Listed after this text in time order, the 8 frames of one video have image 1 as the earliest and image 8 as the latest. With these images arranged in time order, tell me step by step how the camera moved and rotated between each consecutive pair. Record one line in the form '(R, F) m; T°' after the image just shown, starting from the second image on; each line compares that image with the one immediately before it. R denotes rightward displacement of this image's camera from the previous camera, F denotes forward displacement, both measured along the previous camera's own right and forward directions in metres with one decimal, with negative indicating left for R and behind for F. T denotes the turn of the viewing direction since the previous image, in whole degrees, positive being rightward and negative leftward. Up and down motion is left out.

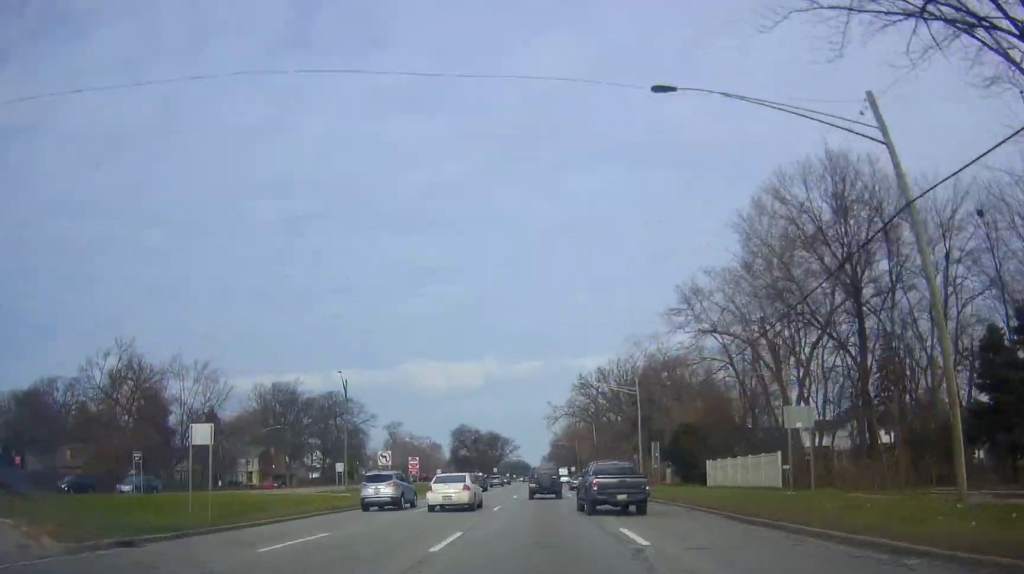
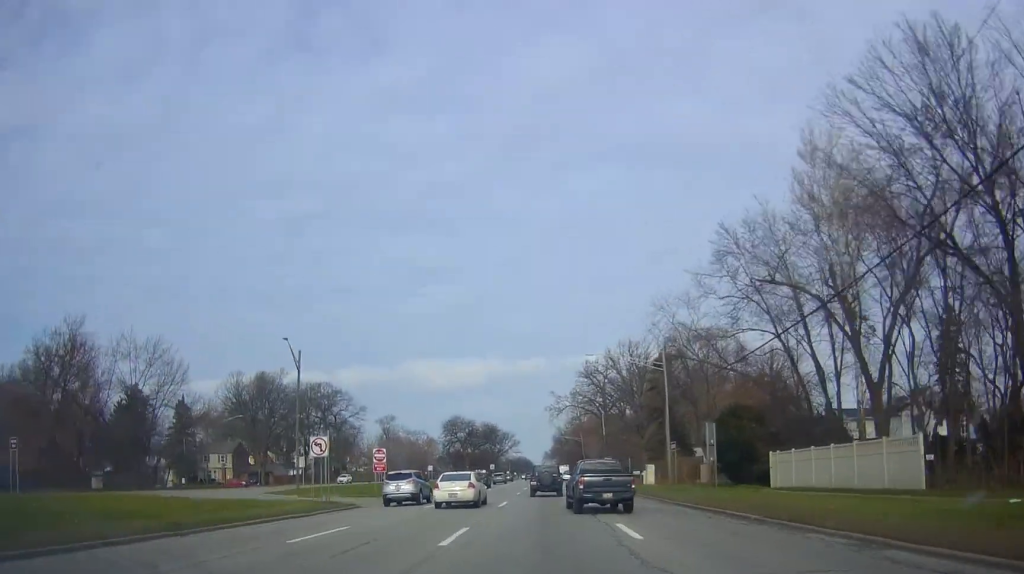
(-0.1, +13.6) m; -1°
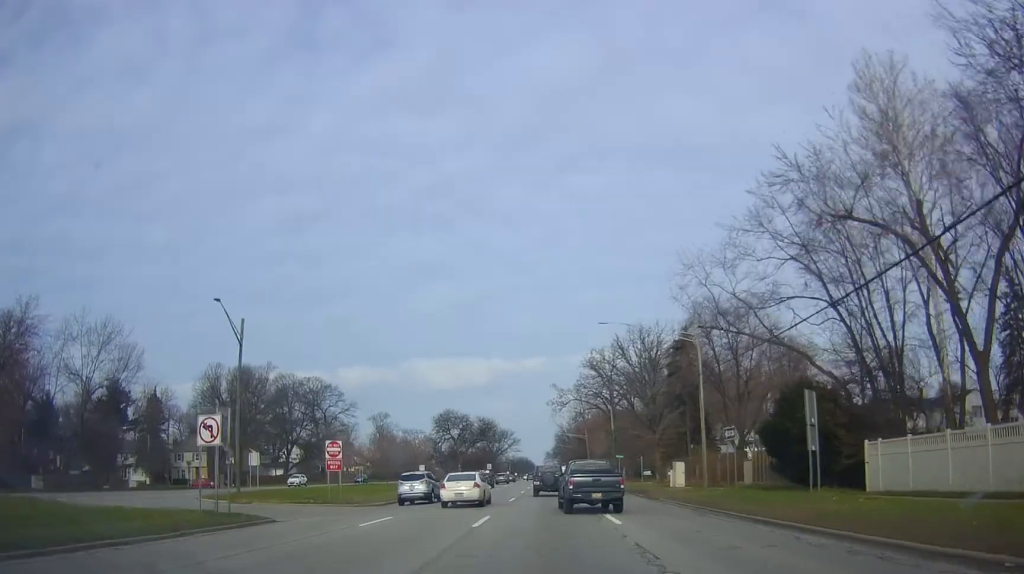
(-0.5, +10.9) m; 0°
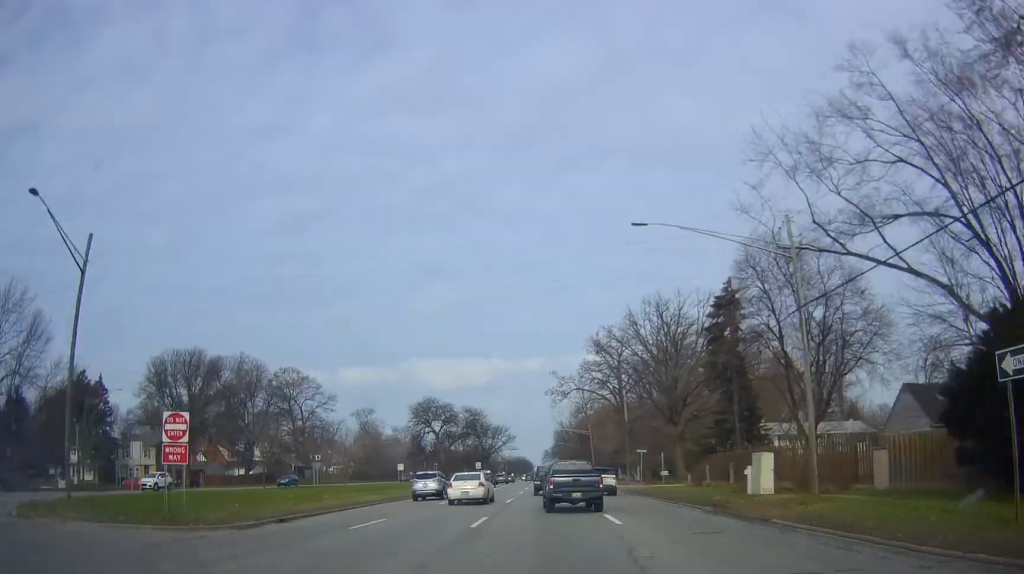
(+0.5, +16.9) m; 0°
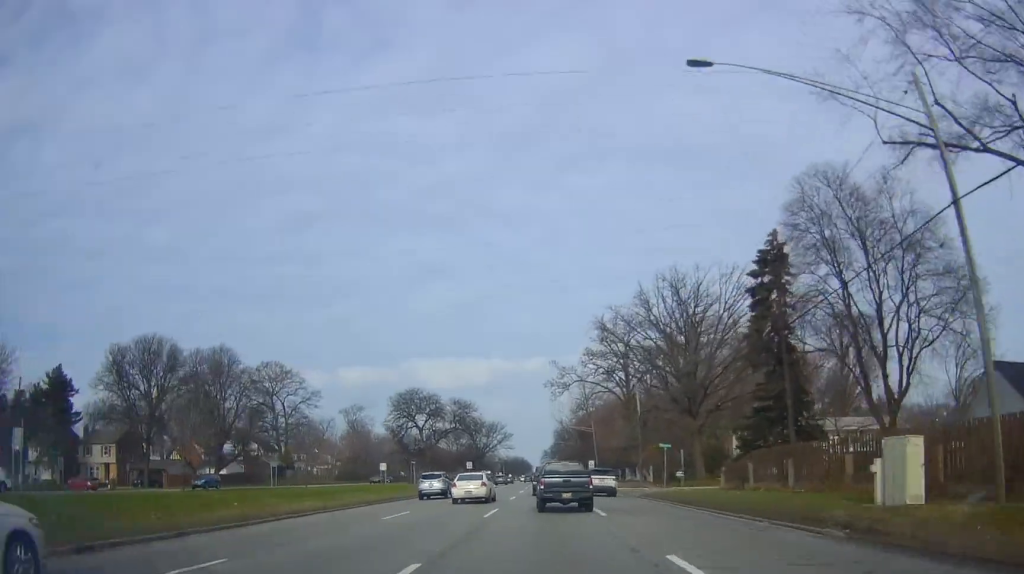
(-0.1, +10.9) m; 0°
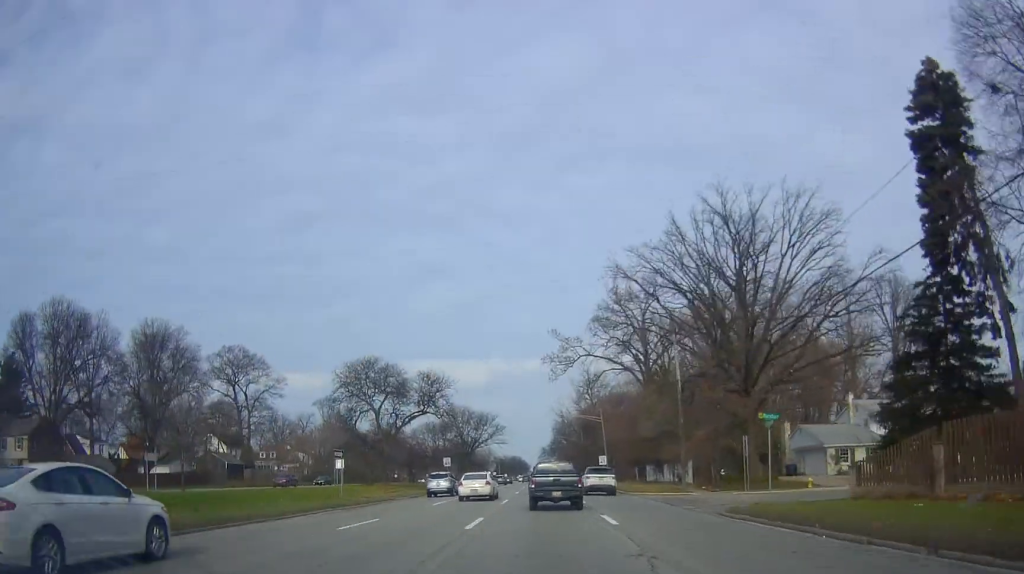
(-0.1, +20.0) m; +1°
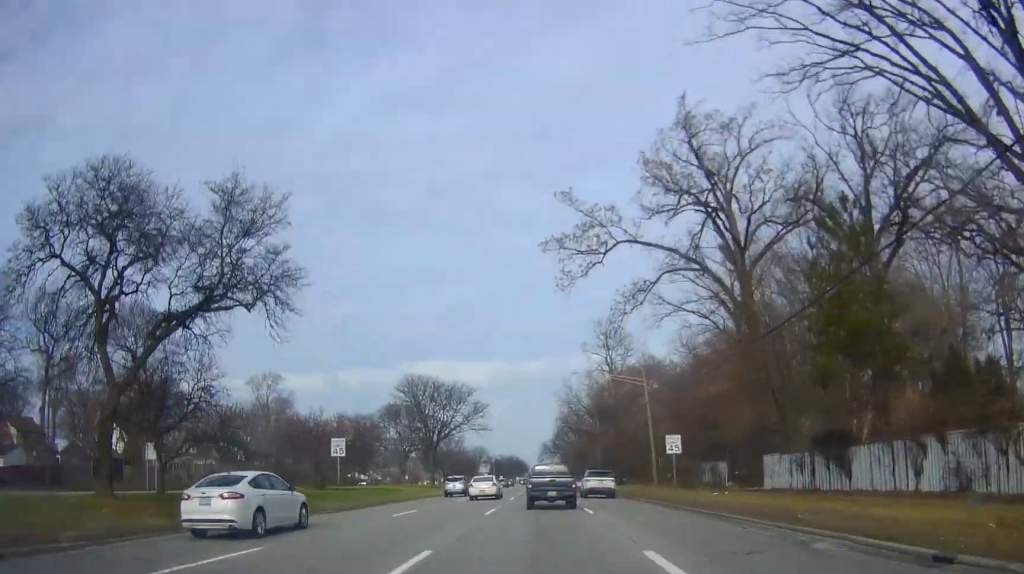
(+0.4, +39.5) m; 0°
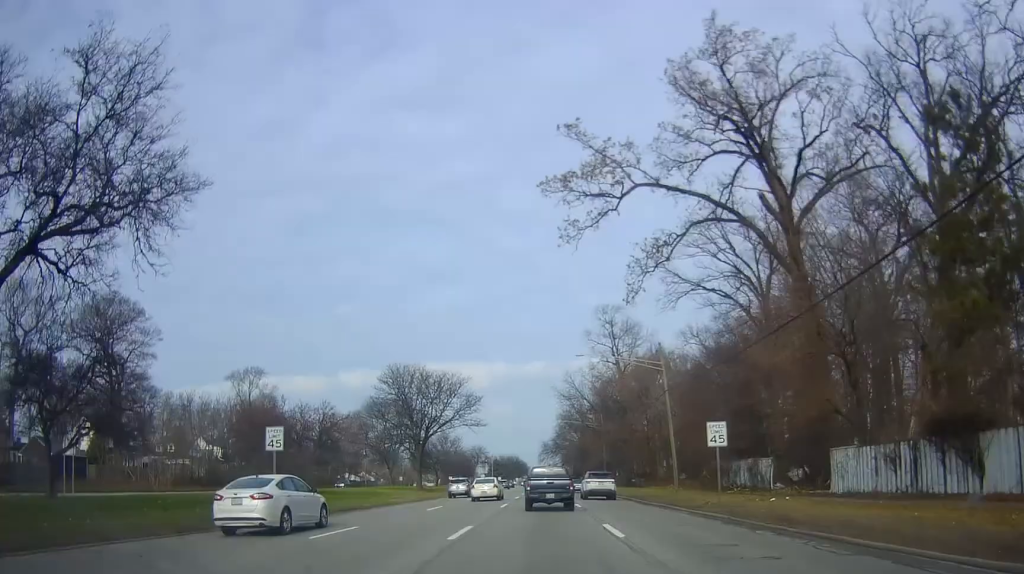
(-0.1, +8.5) m; 0°
